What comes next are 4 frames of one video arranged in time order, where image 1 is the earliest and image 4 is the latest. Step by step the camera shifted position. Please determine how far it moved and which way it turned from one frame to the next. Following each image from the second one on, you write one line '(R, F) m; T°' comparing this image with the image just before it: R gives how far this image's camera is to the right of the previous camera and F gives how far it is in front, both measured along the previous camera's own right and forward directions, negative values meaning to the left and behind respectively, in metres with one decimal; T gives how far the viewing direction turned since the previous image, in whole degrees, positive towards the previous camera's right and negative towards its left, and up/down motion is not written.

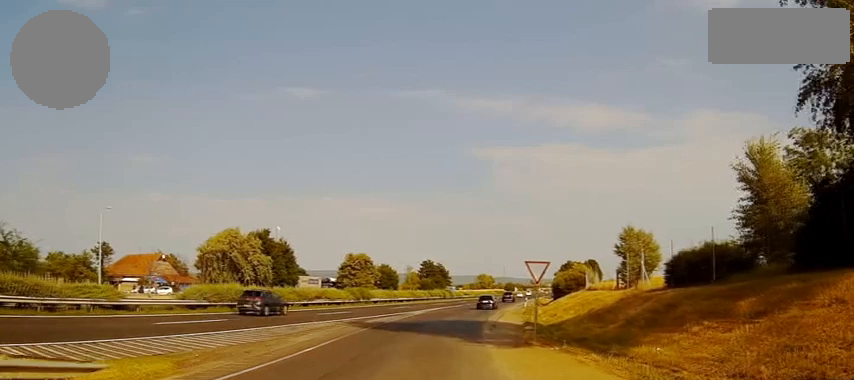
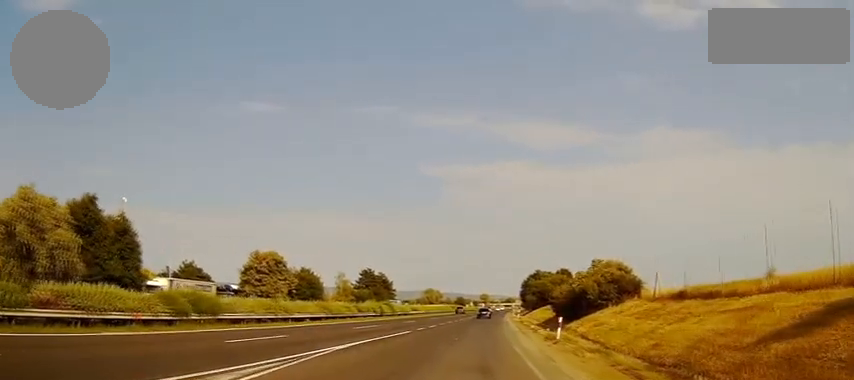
(+2.3, +34.4) m; +8°
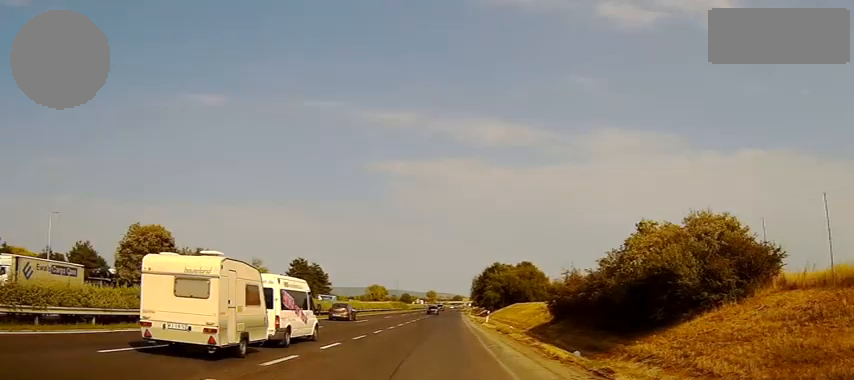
(+1.2, +24.9) m; +6°
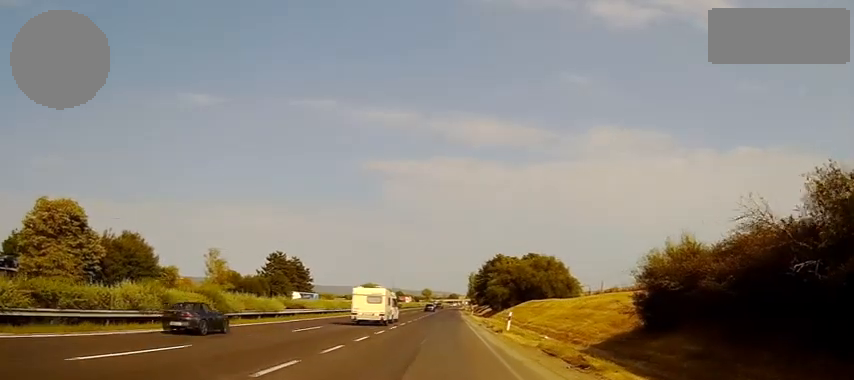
(+0.4, +19.5) m; +1°
